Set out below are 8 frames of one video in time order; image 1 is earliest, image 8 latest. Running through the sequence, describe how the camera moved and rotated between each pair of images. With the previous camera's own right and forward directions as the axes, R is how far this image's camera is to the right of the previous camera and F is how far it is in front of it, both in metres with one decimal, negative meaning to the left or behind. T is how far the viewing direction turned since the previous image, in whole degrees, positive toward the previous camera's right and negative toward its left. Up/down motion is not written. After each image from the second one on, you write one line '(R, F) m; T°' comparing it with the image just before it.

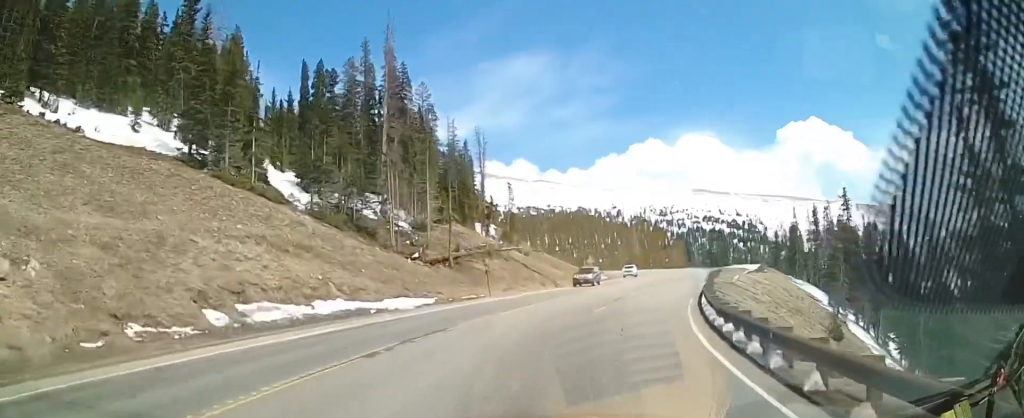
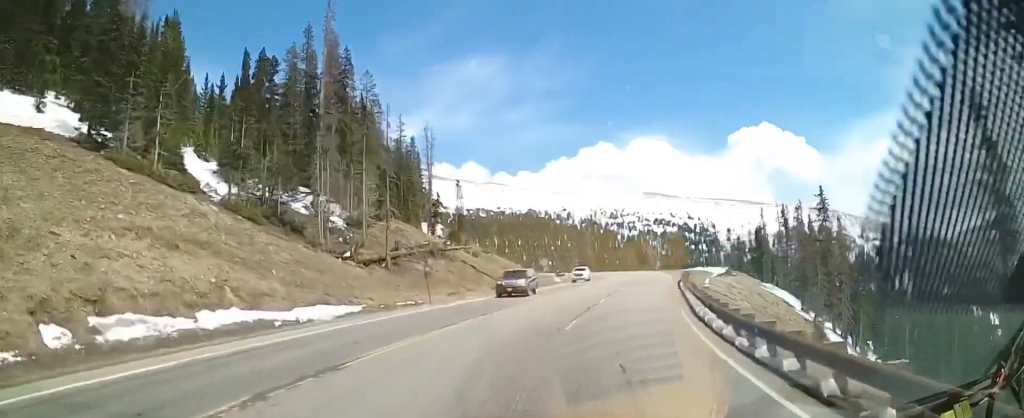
(-0.3, +7.9) m; +1°
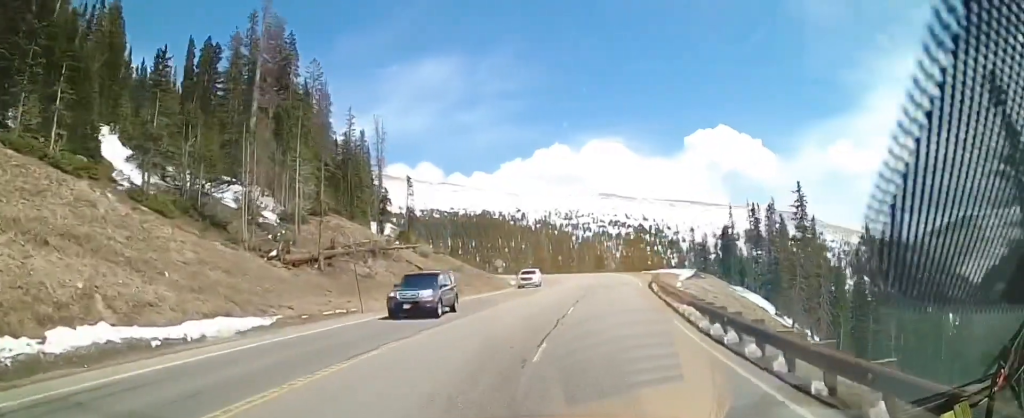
(-0.6, +7.0) m; 0°
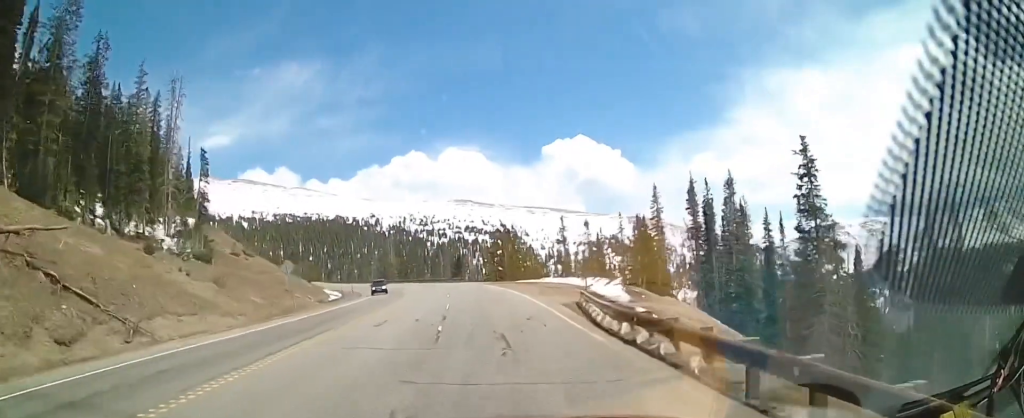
(+3.5, +35.4) m; +8°
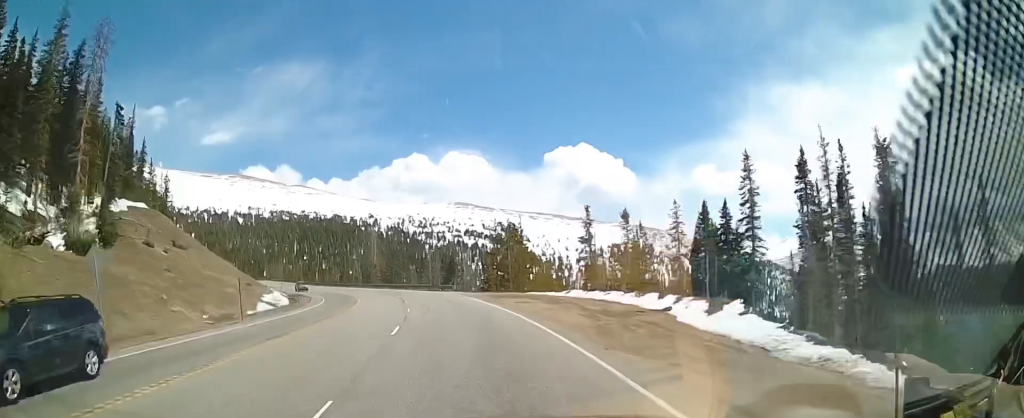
(+0.5, +25.0) m; +1°
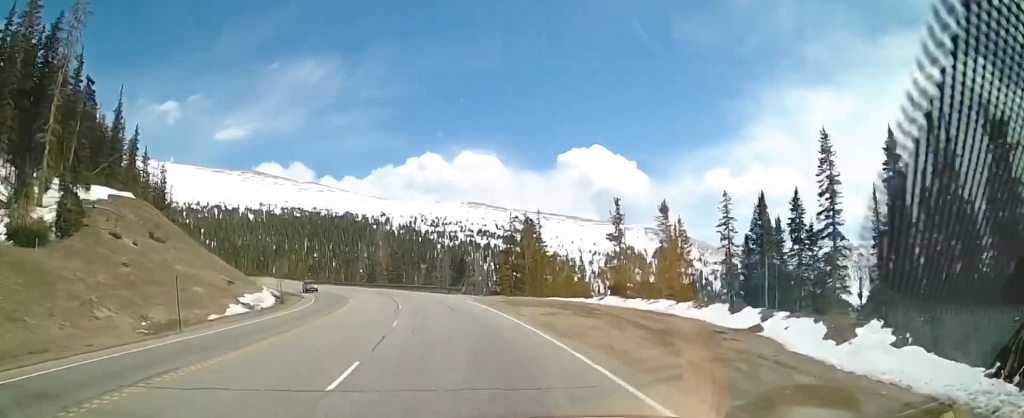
(+0.1, +9.2) m; -2°
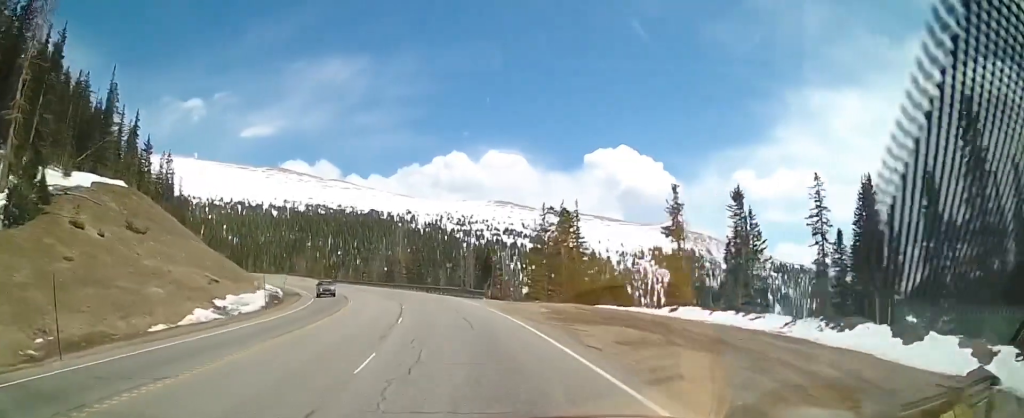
(-0.5, +10.4) m; -1°
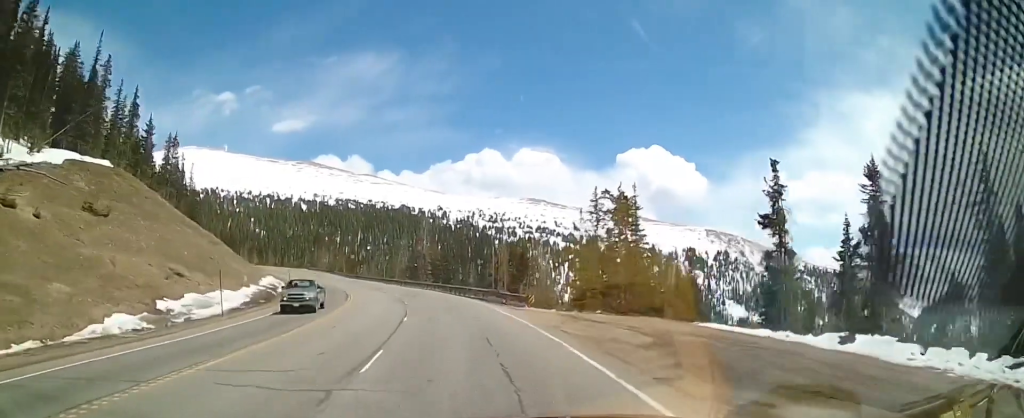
(0.0, +12.7) m; -3°
